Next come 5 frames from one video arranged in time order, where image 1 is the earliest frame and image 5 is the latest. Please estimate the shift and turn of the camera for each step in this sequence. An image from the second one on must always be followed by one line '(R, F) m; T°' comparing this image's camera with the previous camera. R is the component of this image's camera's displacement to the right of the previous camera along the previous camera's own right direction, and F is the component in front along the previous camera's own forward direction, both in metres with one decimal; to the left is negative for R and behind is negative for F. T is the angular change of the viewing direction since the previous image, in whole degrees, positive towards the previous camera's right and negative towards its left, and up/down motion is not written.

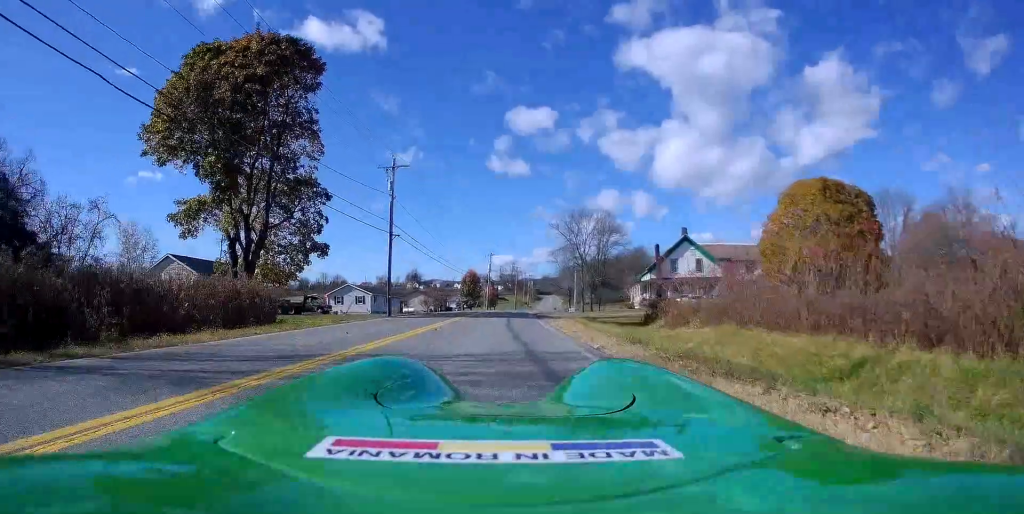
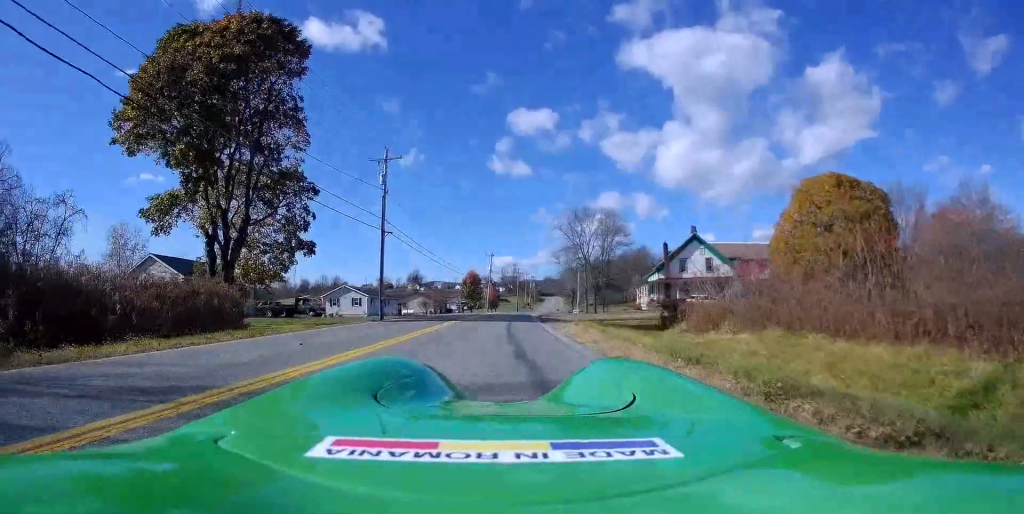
(+0.1, +3.0) m; -2°
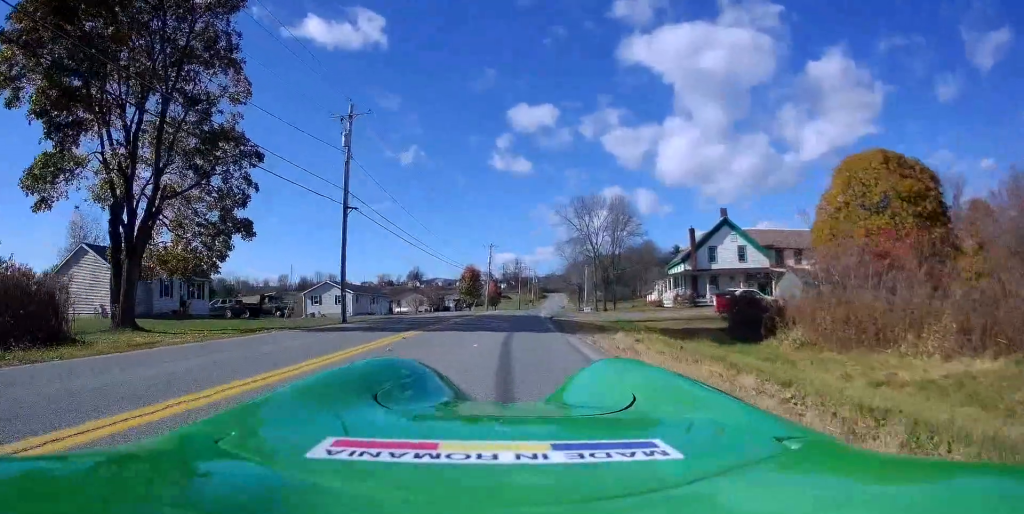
(+0.1, +9.8) m; +3°
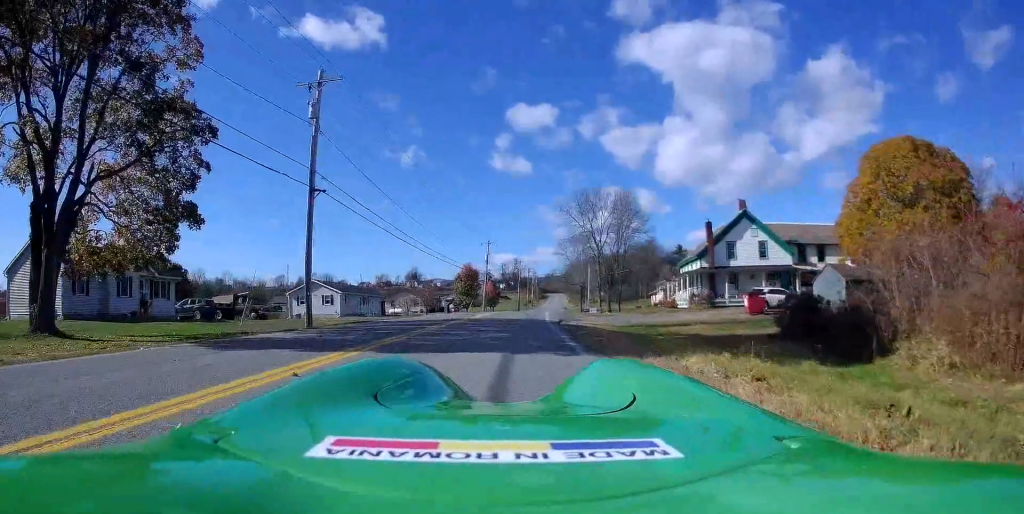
(-0.6, +5.5) m; -3°
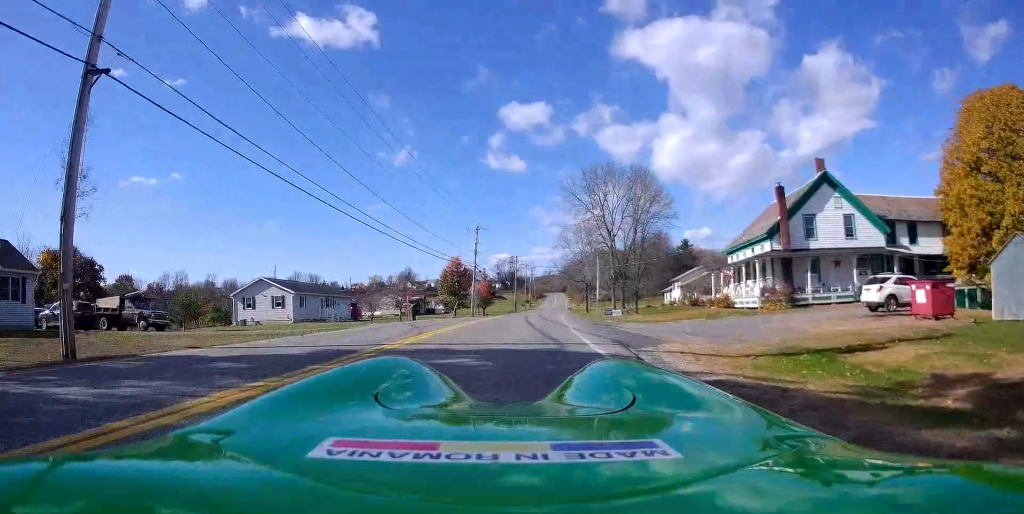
(+0.3, +15.7) m; +2°
